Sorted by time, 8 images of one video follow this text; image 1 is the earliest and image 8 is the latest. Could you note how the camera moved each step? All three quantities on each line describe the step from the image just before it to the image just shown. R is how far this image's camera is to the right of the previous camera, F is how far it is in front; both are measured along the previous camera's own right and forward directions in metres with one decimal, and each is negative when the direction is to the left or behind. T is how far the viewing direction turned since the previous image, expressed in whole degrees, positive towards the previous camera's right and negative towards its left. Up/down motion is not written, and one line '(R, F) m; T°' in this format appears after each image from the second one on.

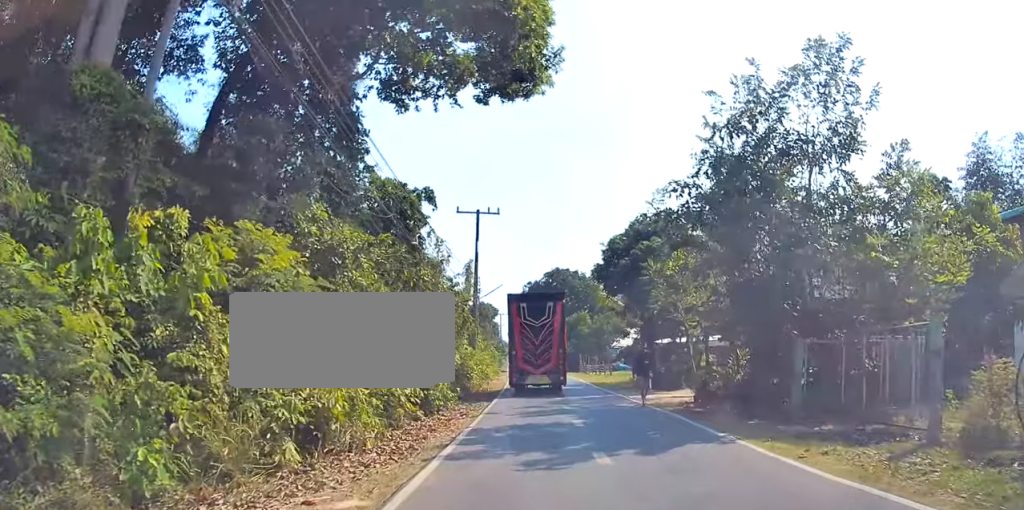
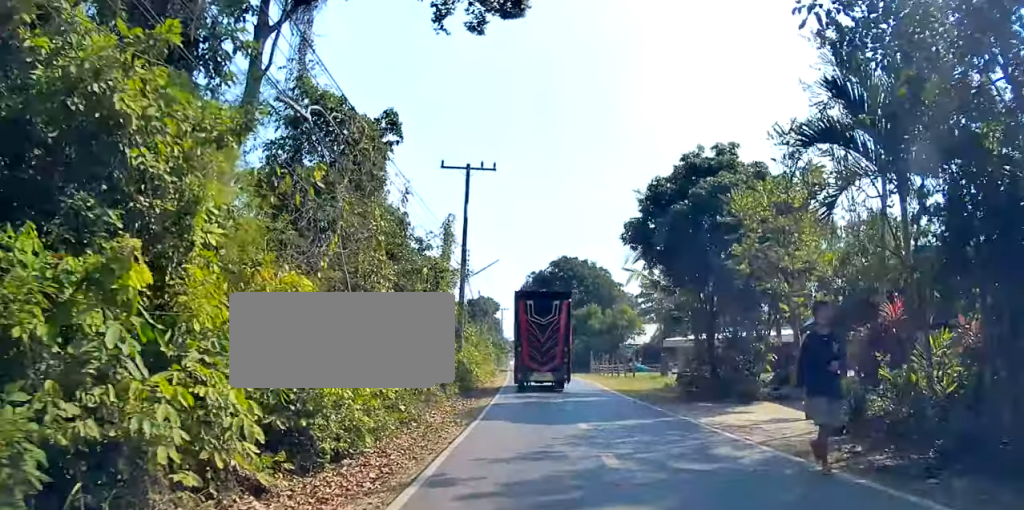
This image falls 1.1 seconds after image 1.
(0.0, +9.0) m; -2°
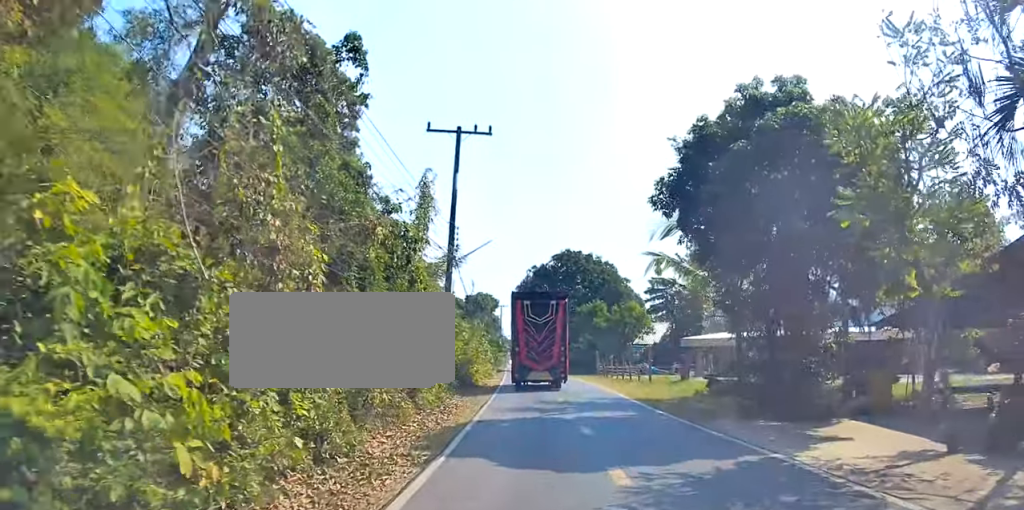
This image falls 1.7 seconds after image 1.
(-0.2, +4.6) m; -1°
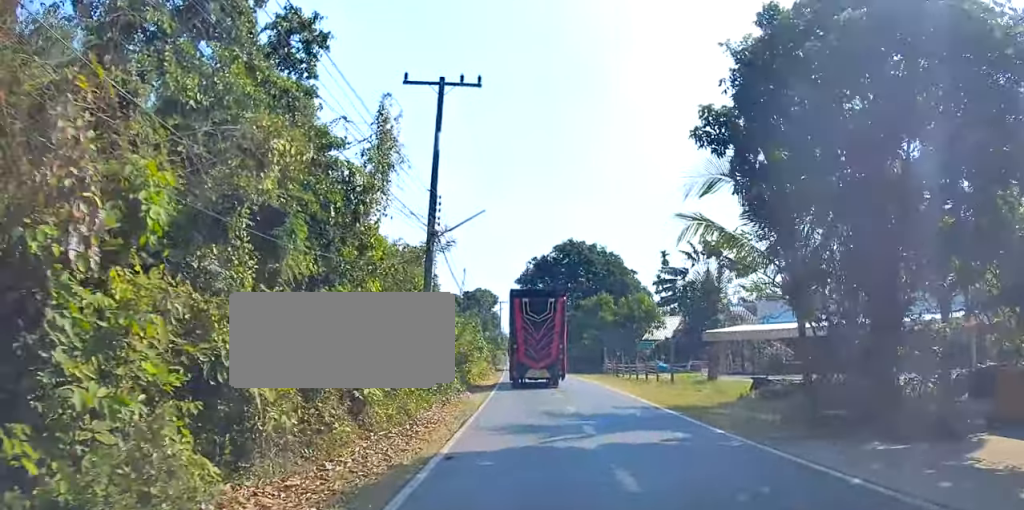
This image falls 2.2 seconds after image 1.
(-0.1, +4.4) m; 0°
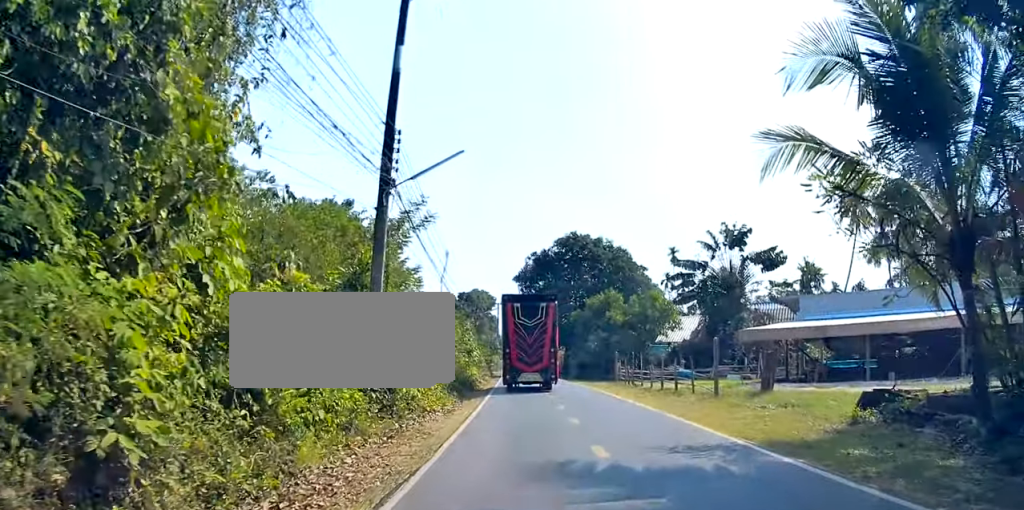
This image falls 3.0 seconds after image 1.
(0.0, +6.1) m; +3°
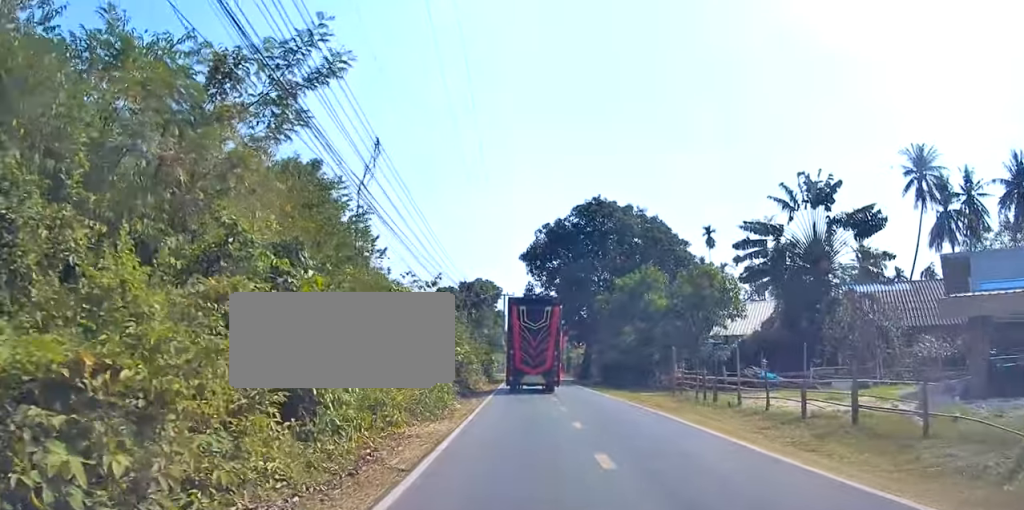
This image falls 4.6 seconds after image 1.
(+0.3, +12.6) m; 0°
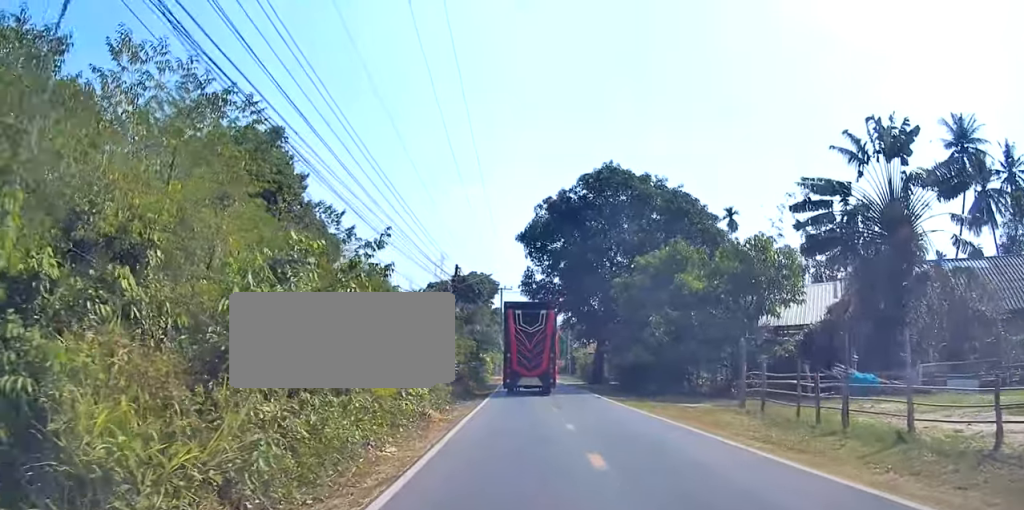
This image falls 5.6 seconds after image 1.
(-0.1, +8.3) m; -1°
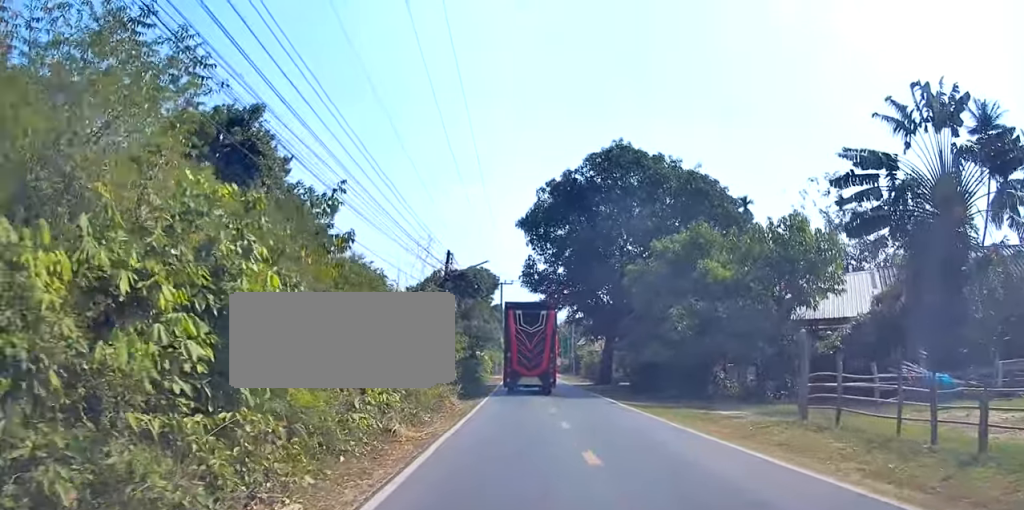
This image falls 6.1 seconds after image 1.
(+0.1, +3.8) m; 0°
